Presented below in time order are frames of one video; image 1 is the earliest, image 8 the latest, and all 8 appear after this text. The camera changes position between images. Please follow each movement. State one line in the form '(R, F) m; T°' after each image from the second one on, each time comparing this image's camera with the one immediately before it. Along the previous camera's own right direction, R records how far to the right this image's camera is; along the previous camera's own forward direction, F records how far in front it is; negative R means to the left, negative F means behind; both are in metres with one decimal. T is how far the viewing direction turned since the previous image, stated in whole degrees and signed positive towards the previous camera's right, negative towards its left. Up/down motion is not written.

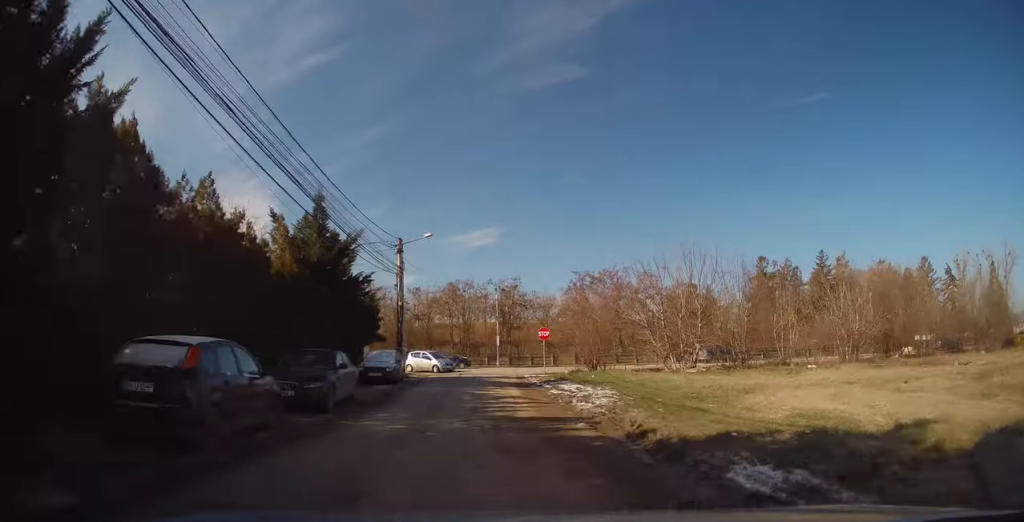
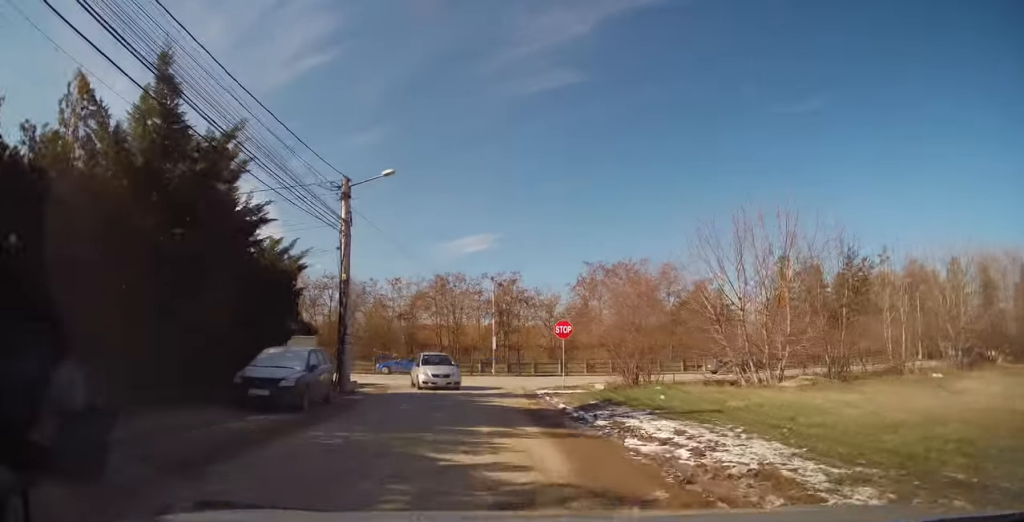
(+0.3, +11.1) m; +5°
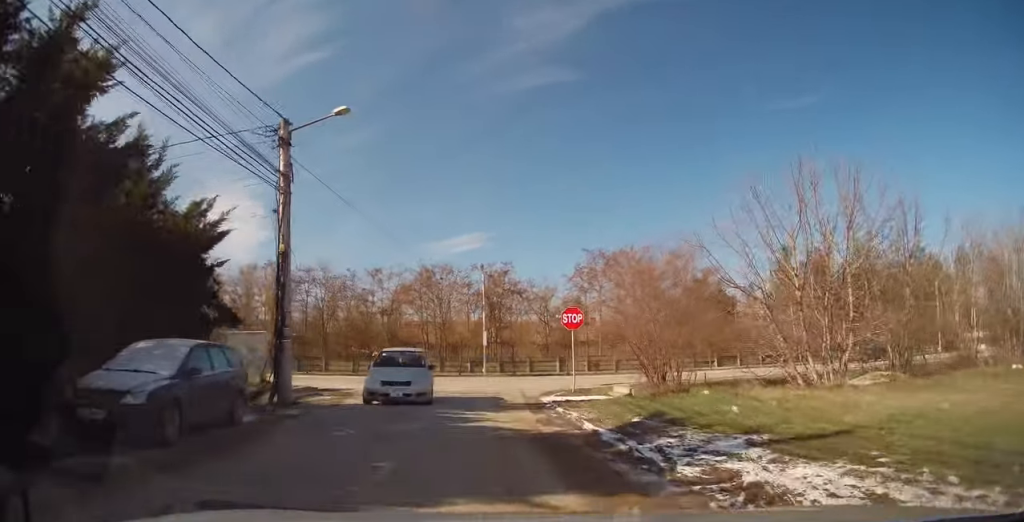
(+0.2, +5.3) m; +2°
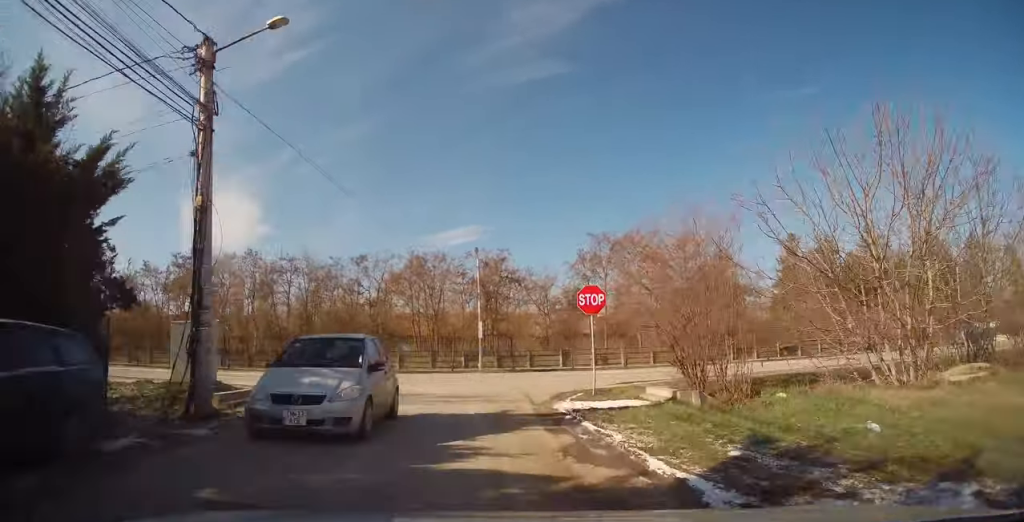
(+0.1, +4.2) m; -1°
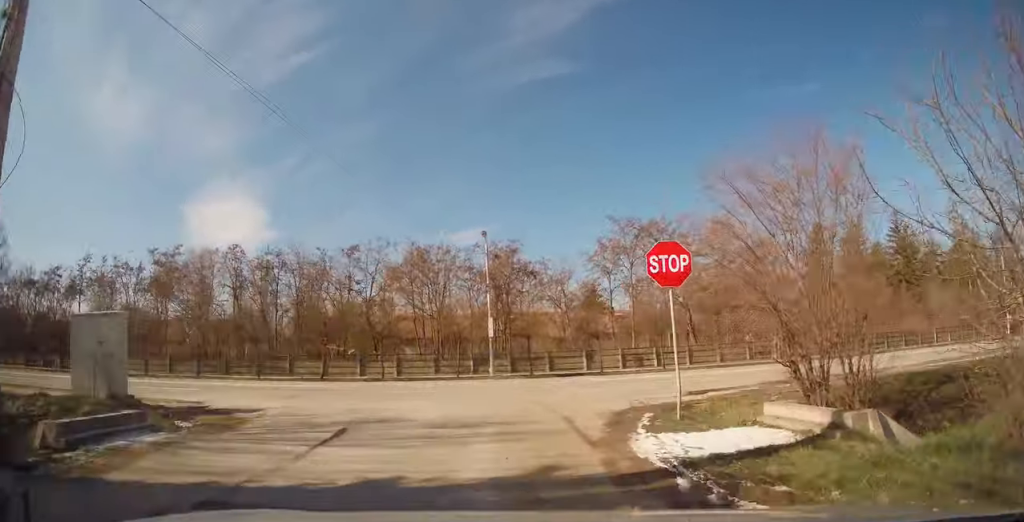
(-0.1, +5.9) m; -2°
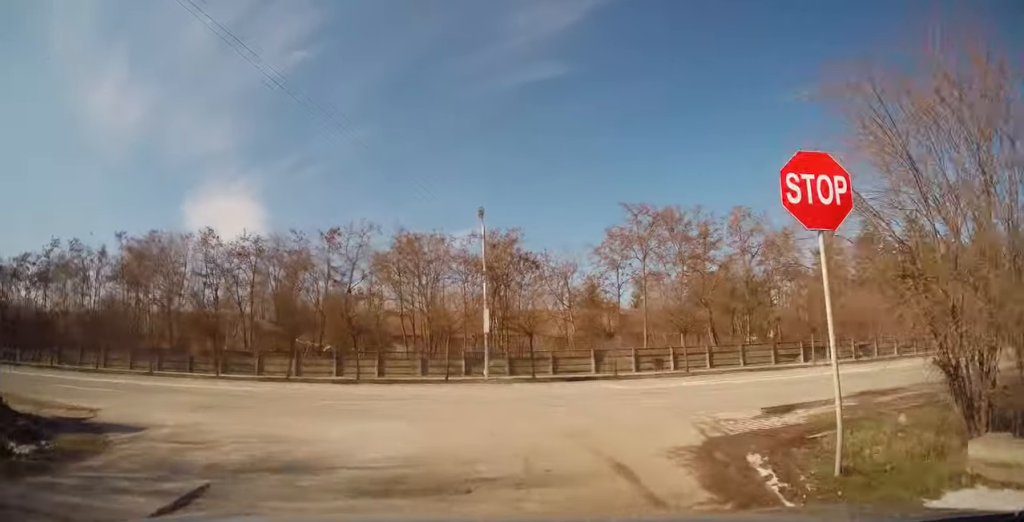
(-0.2, +4.7) m; -1°
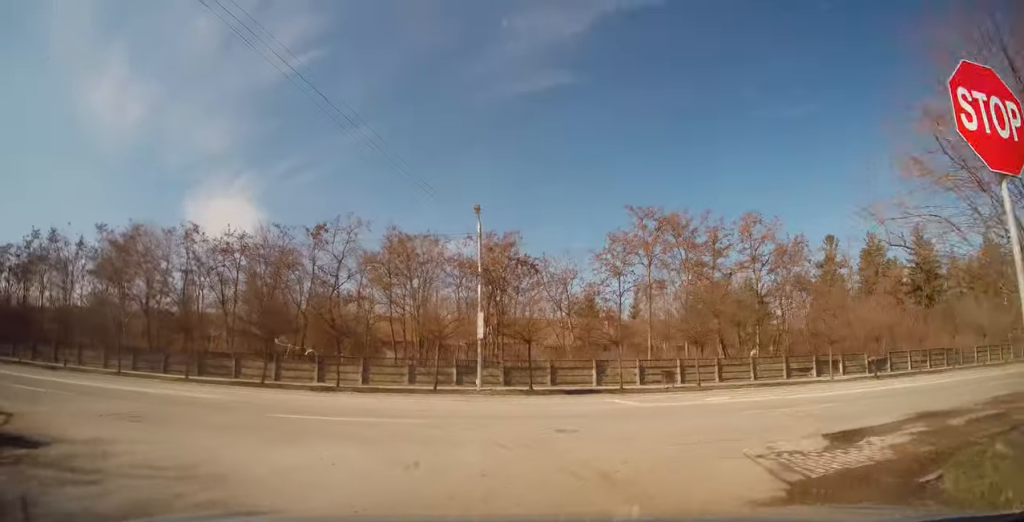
(0.0, +2.2) m; +1°
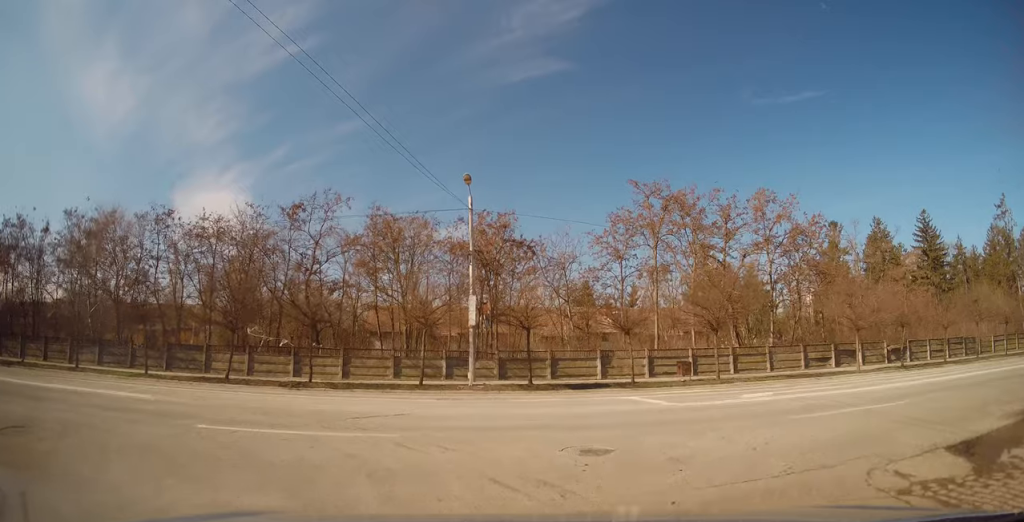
(0.0, +3.3) m; +1°
